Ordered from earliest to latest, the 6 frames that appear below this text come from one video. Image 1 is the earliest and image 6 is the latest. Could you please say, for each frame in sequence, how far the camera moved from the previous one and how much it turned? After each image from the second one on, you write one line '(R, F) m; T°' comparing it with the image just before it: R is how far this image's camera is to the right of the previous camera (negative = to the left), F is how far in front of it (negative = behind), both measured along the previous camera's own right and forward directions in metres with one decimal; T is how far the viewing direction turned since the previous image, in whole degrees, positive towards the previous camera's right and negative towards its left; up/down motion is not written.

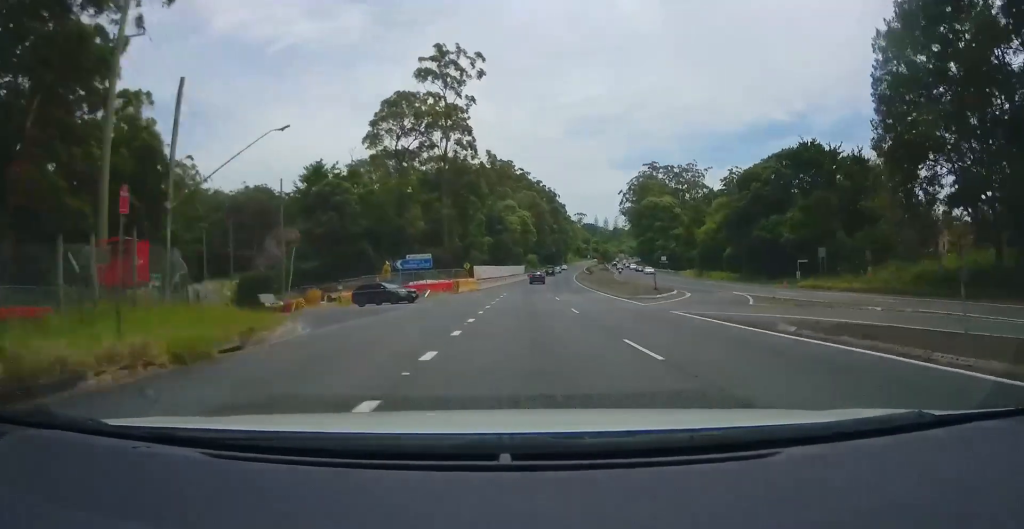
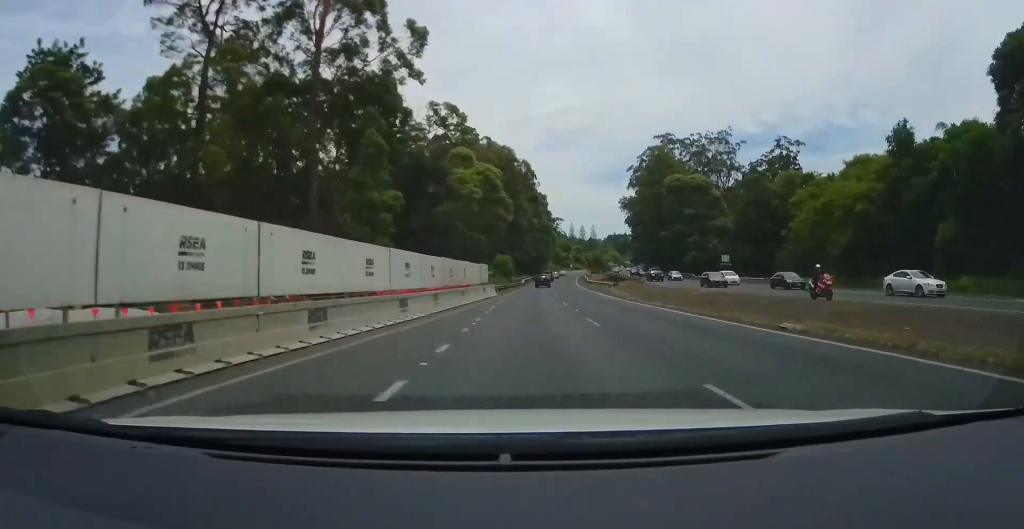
(+0.7, +56.6) m; +3°
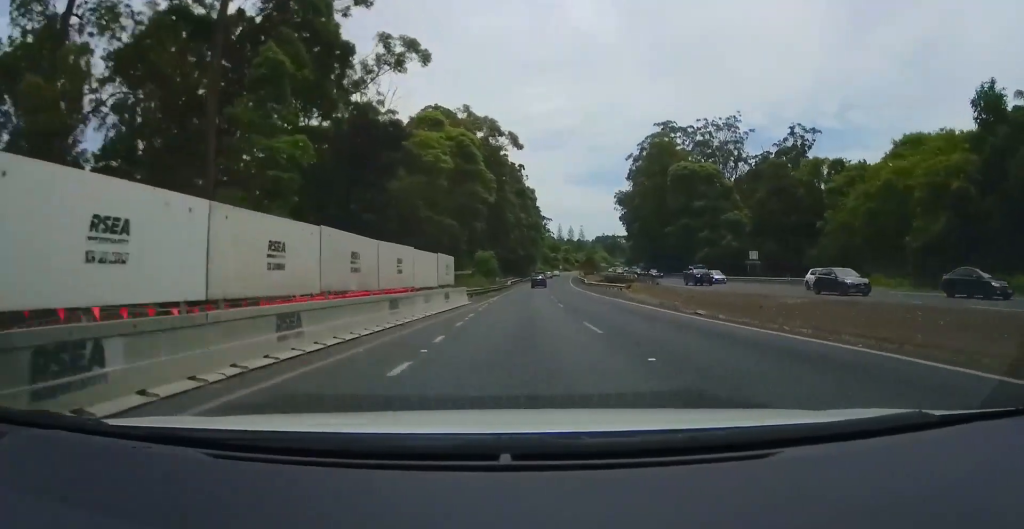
(+0.1, +15.1) m; +1°
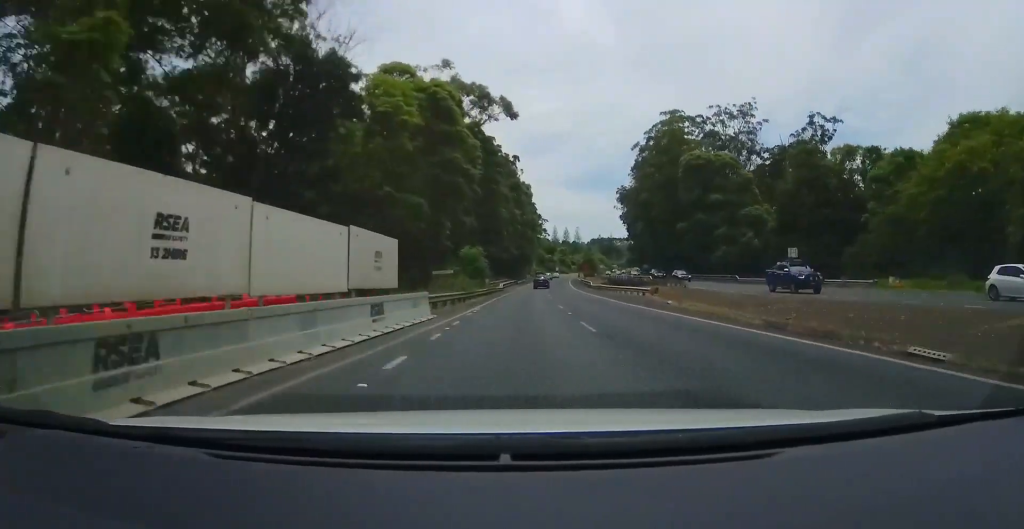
(+0.2, +11.6) m; 0°
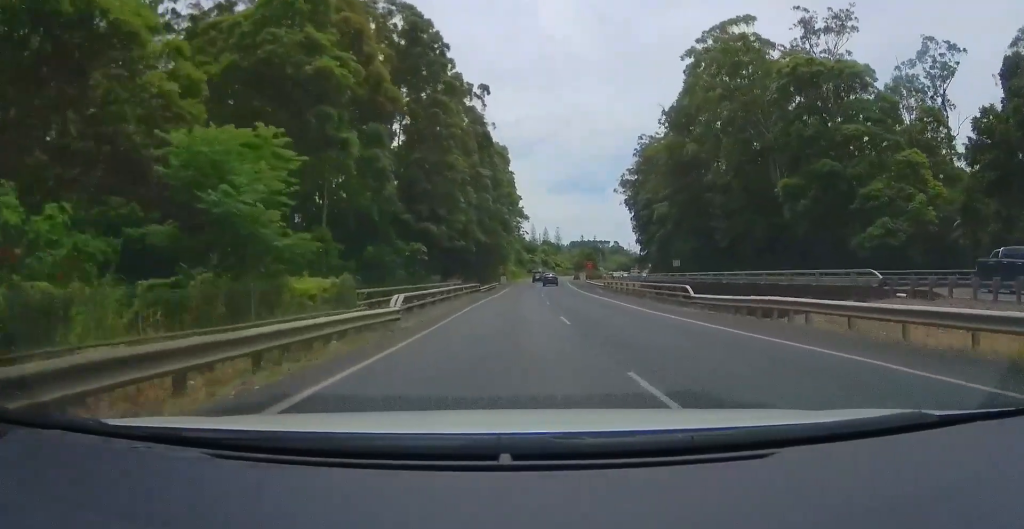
(-0.5, +46.7) m; +1°
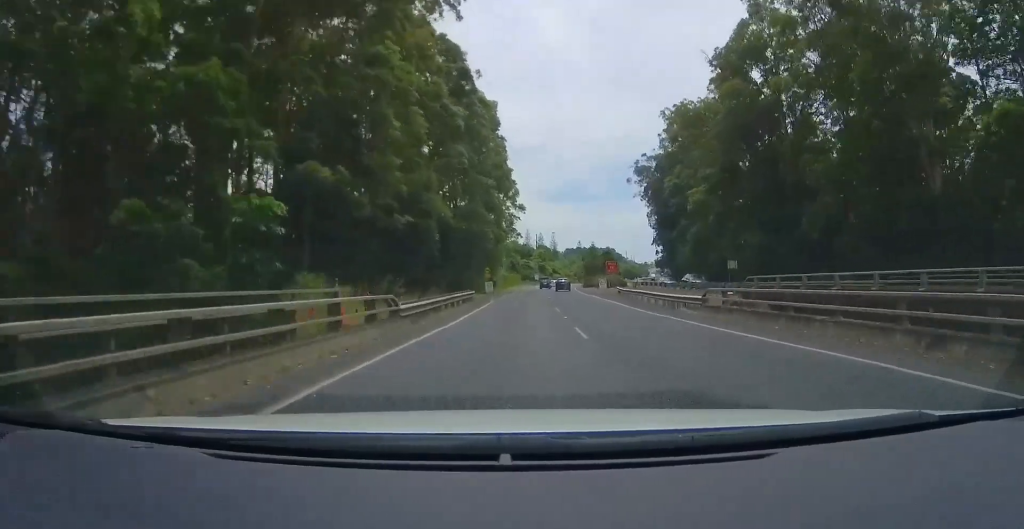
(+1.2, +27.4) m; +4°
